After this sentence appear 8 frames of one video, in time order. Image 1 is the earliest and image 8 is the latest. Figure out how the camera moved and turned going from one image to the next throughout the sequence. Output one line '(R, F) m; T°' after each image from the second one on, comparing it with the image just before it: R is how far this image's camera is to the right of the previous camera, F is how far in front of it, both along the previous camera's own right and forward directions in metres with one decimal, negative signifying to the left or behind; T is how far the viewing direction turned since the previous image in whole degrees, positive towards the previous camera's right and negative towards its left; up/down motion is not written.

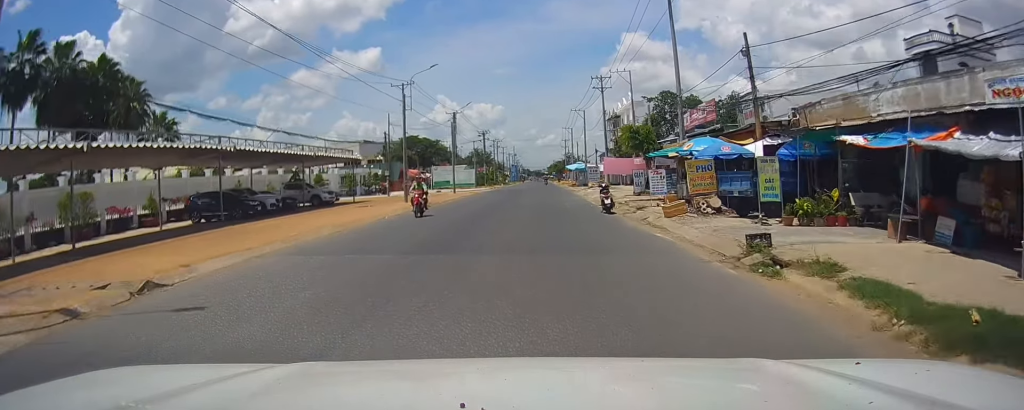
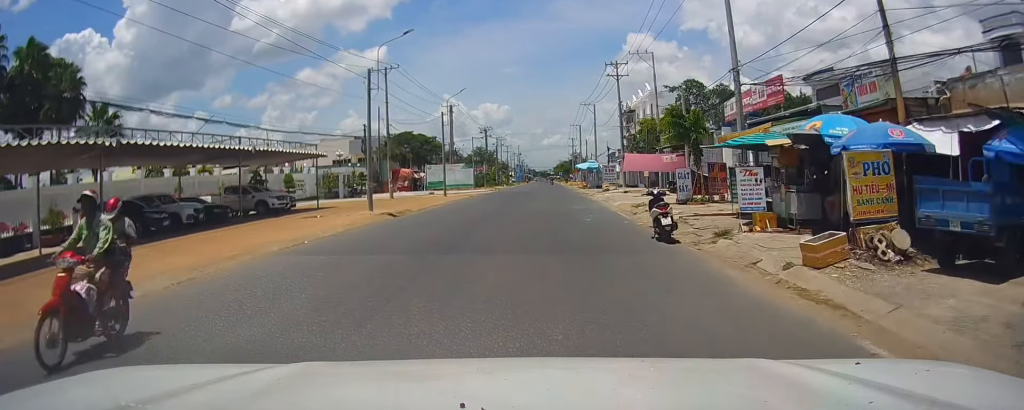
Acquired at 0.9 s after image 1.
(0.0, +10.0) m; 0°
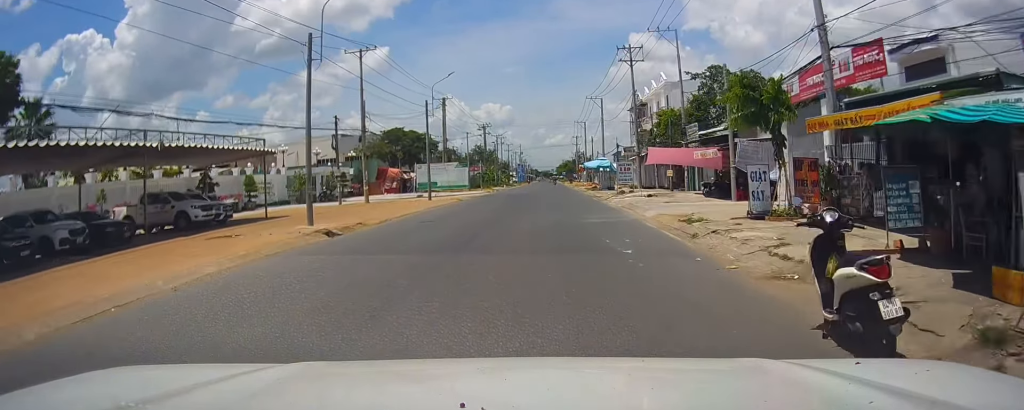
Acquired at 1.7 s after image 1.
(0.0, +9.2) m; +1°
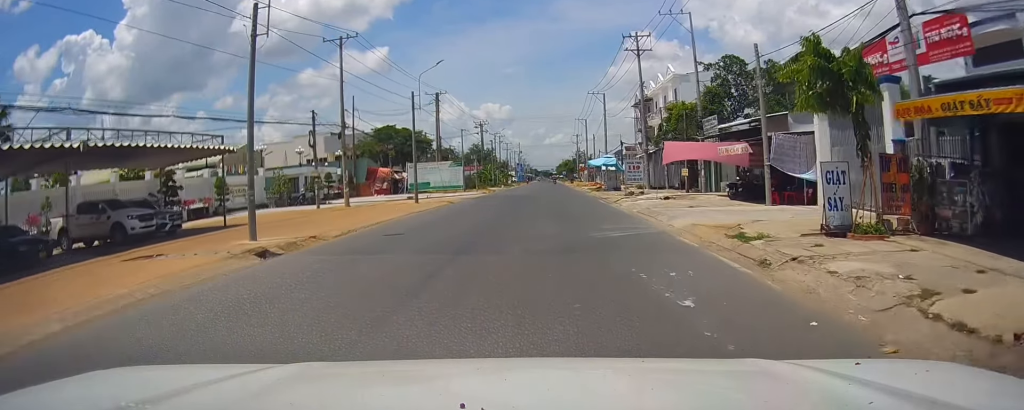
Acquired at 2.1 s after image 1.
(+0.1, +5.0) m; +1°
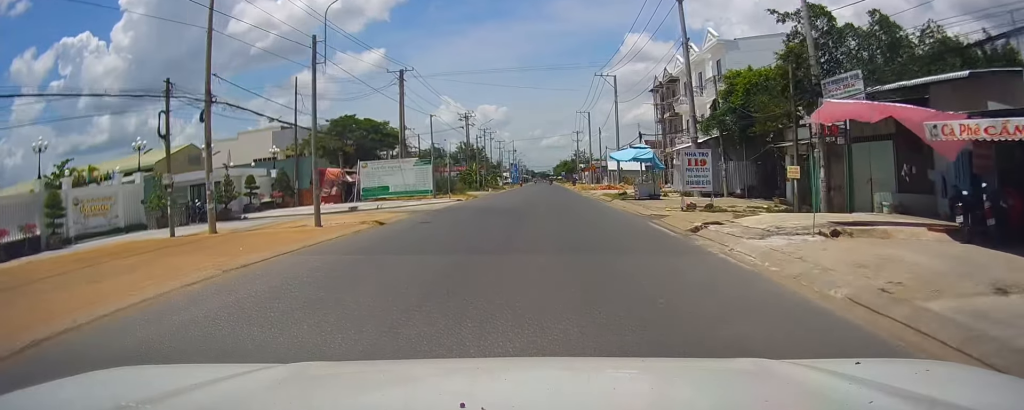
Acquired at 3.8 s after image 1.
(-0.3, +18.6) m; -1°
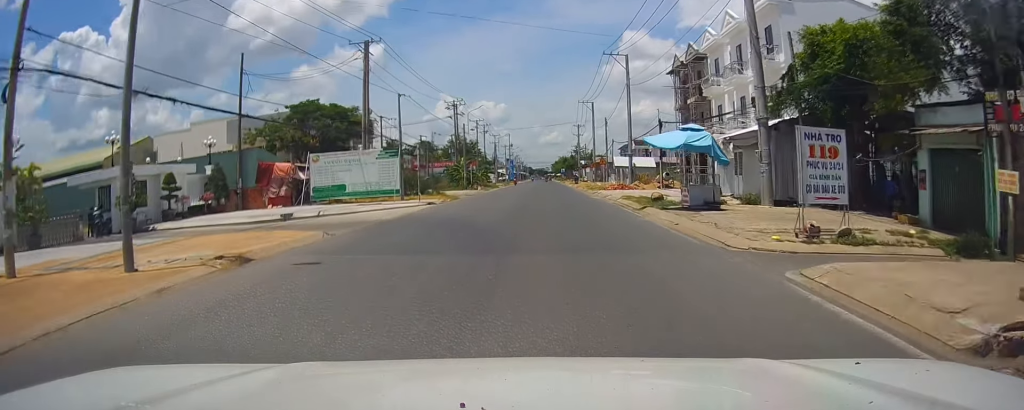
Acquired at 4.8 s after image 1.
(+0.1, +11.6) m; +2°
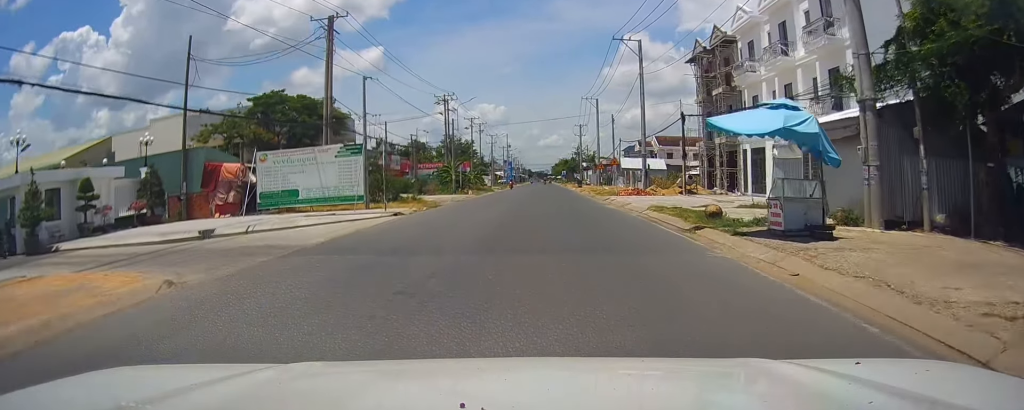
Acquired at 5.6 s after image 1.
(+0.3, +8.6) m; 0°
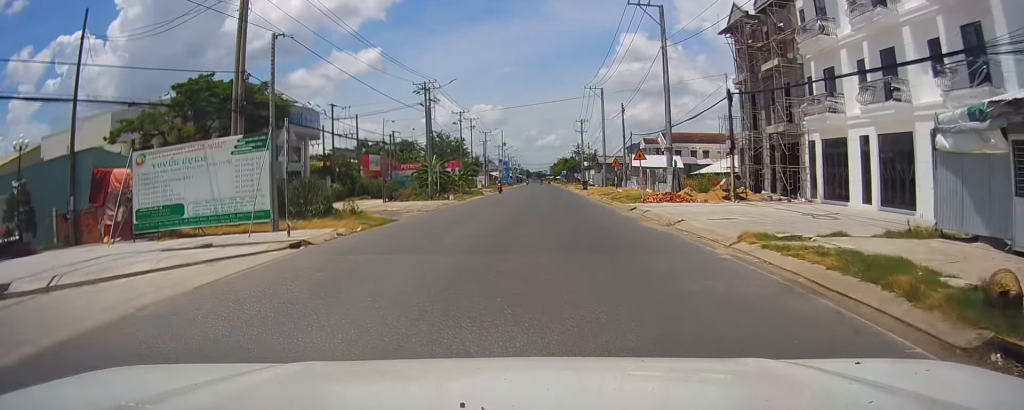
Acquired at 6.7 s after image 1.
(-0.6, +12.7) m; -3°
